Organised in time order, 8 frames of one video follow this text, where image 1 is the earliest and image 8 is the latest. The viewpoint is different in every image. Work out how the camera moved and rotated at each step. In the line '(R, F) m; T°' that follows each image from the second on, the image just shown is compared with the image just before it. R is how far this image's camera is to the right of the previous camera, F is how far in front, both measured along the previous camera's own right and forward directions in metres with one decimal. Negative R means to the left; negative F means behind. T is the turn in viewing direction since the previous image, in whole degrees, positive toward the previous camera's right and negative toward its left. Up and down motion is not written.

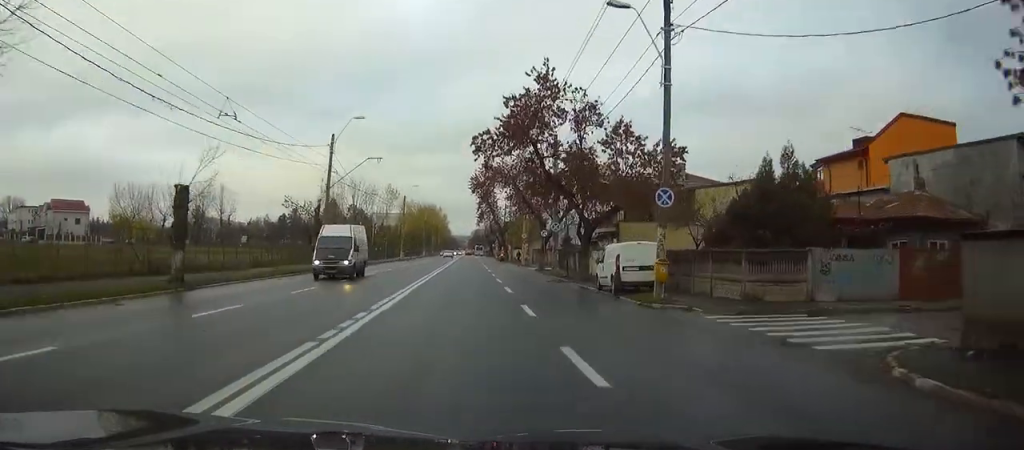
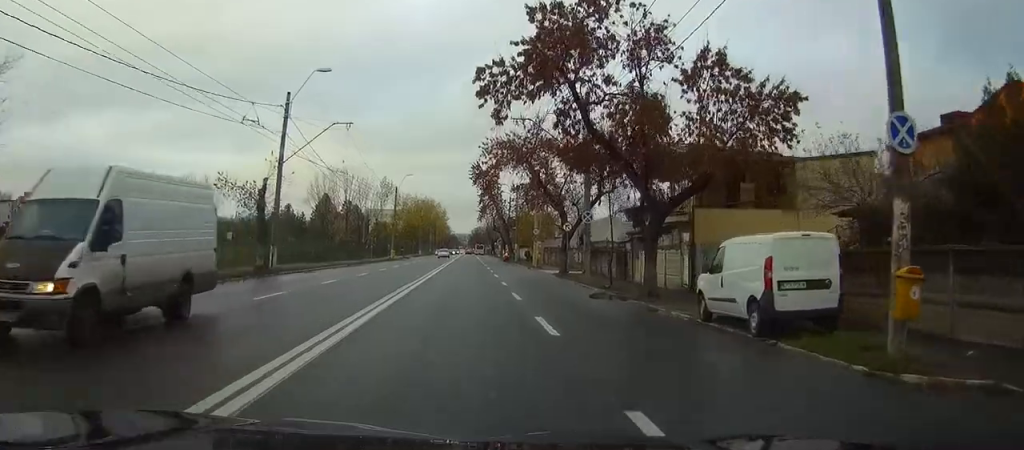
(0.0, +12.9) m; 0°
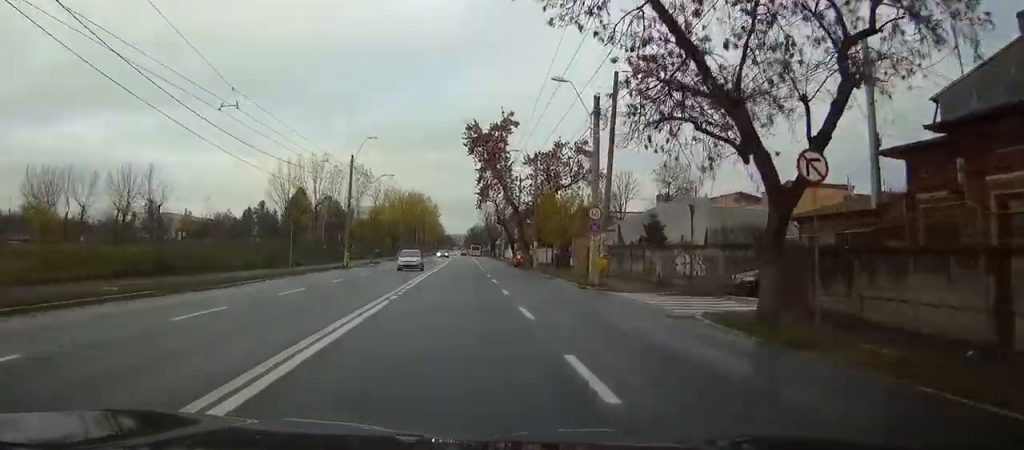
(0.0, +31.2) m; 0°
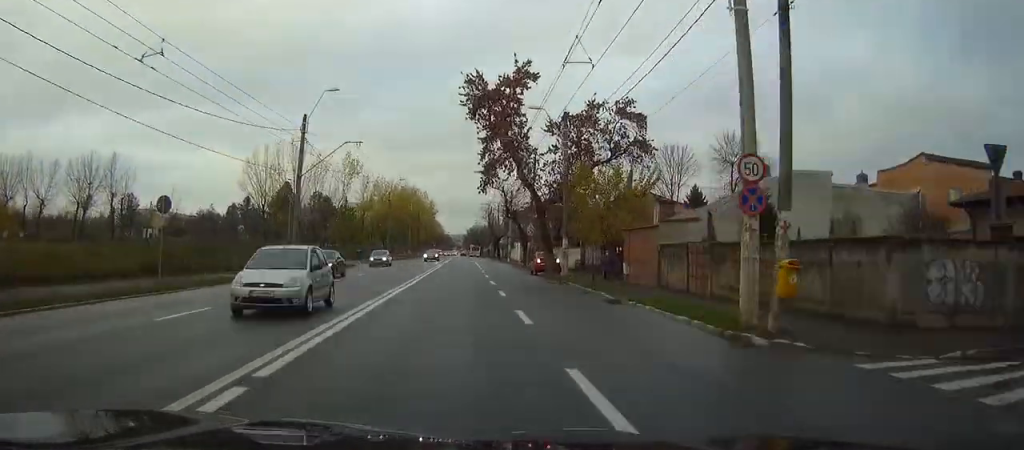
(+0.1, +17.4) m; 0°
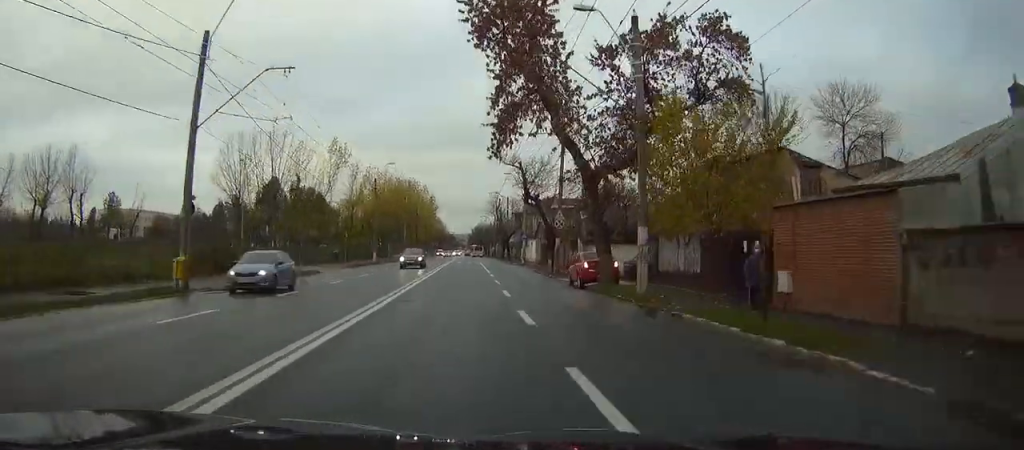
(0.0, +17.5) m; 0°
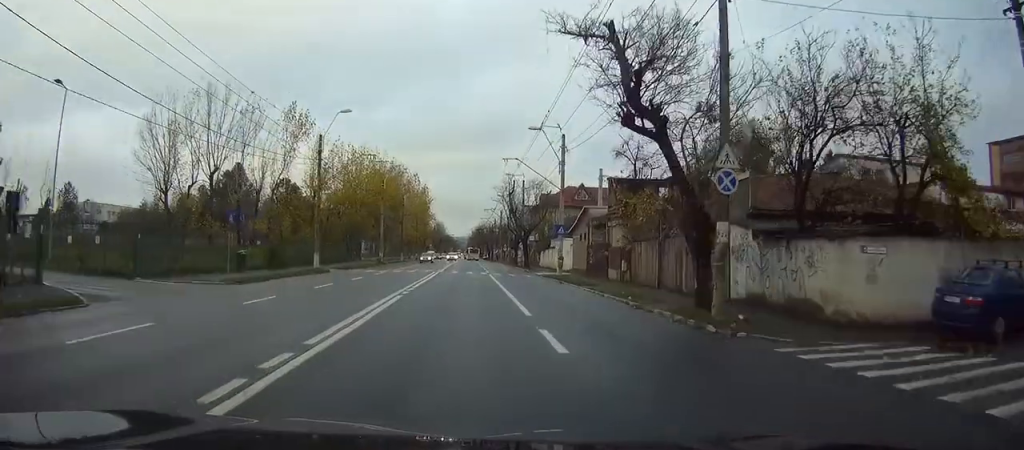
(-0.3, +29.9) m; -1°
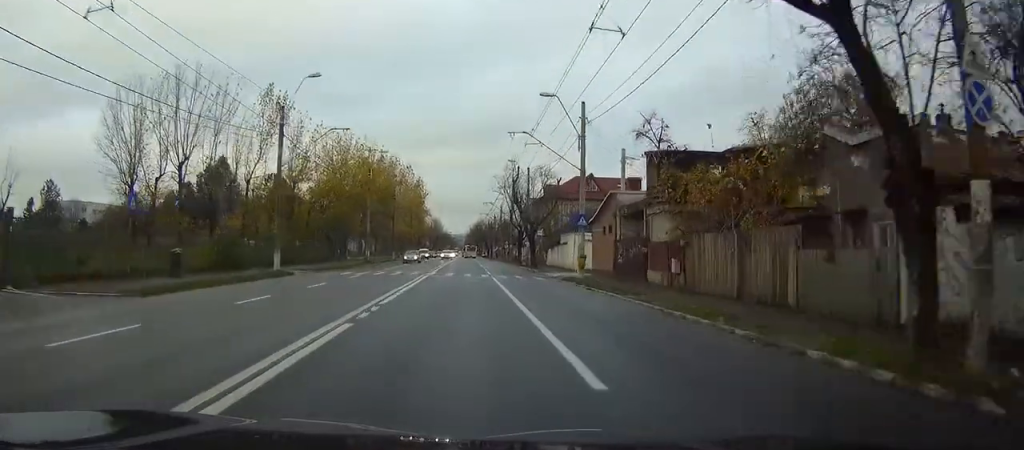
(0.0, +9.4) m; 0°
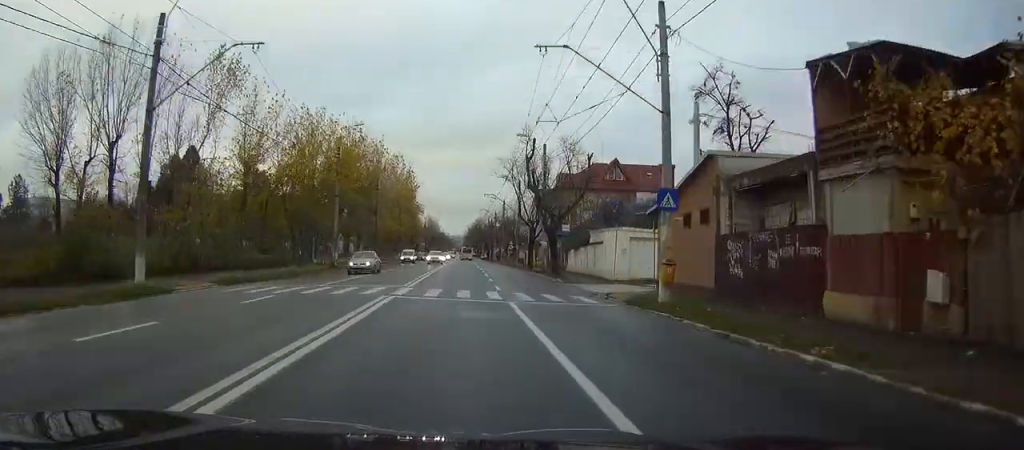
(0.0, +16.5) m; 0°
